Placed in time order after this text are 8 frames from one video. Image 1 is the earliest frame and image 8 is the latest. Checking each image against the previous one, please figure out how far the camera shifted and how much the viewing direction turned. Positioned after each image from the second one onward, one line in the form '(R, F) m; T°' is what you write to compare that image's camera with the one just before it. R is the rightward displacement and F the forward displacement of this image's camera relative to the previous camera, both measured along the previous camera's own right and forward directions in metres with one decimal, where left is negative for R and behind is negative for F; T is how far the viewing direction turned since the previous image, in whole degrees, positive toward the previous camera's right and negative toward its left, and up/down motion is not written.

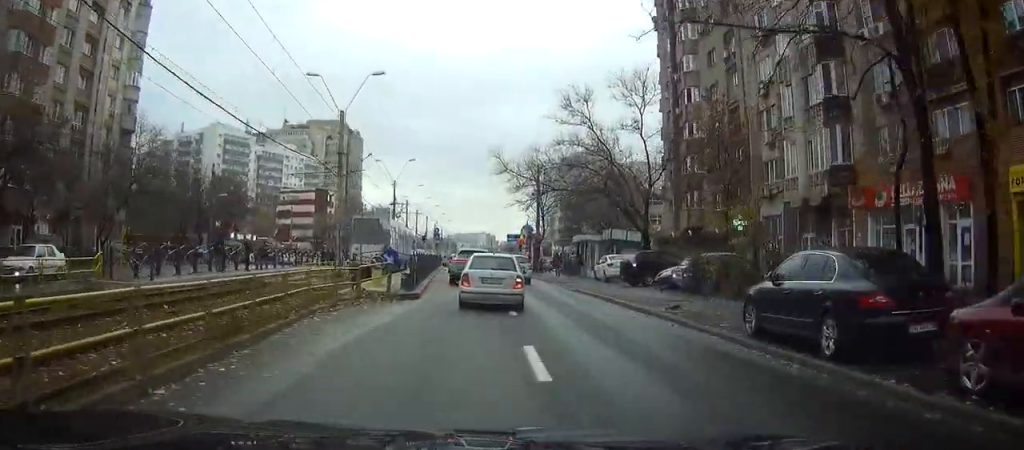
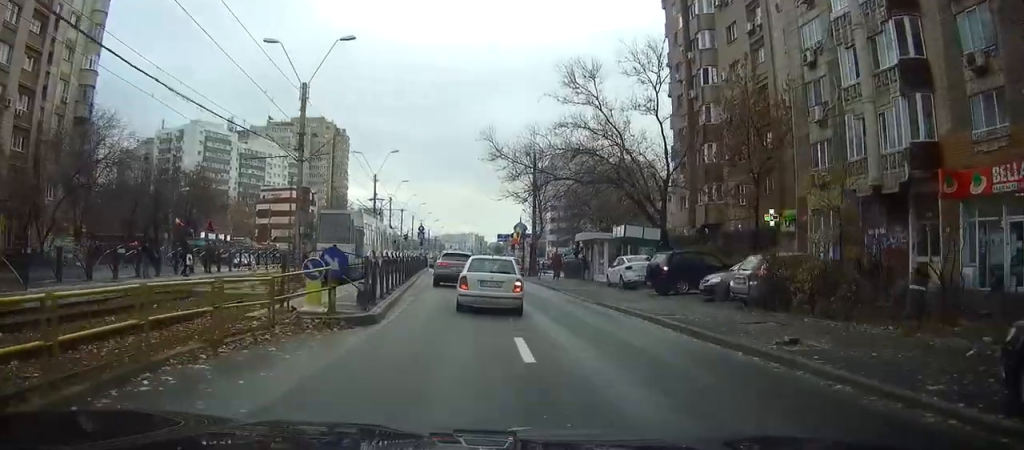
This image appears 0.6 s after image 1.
(0.0, +7.0) m; 0°
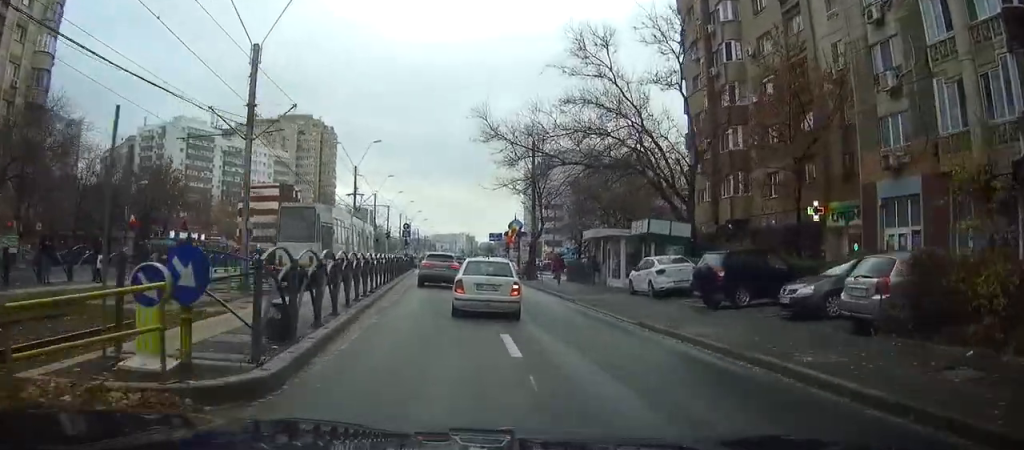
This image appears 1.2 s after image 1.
(+0.1, +6.7) m; -1°
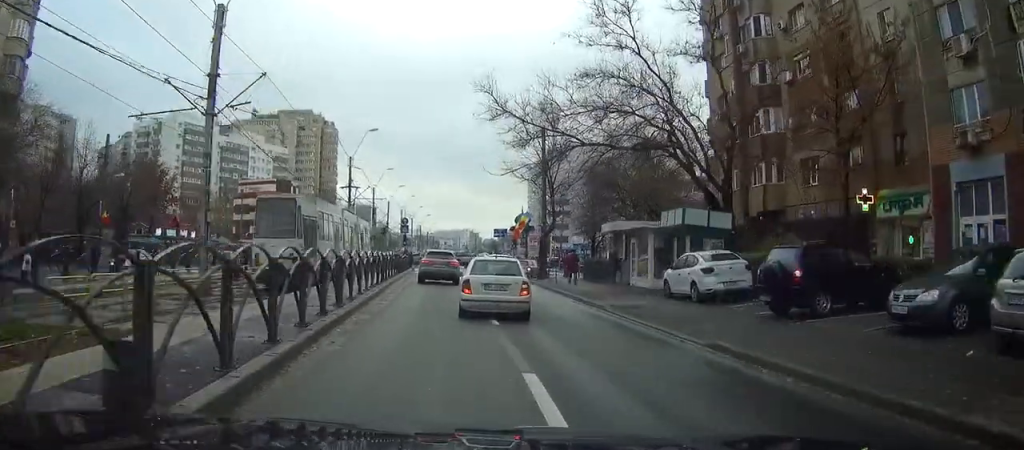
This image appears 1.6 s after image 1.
(-0.1, +4.6) m; -1°
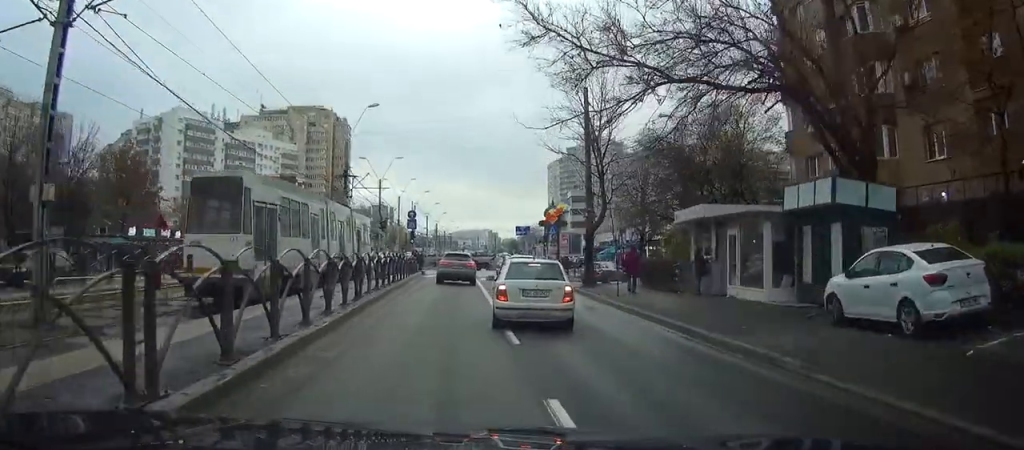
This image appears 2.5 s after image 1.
(-0.3, +10.1) m; -2°
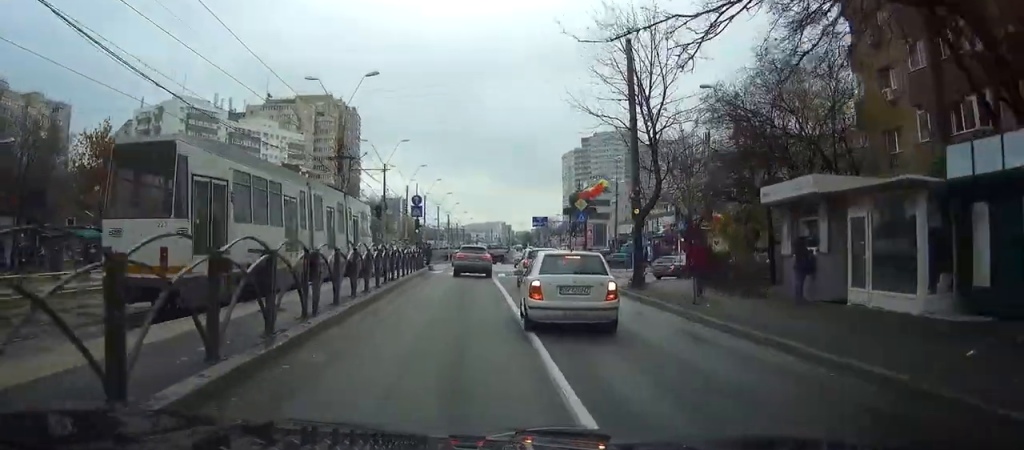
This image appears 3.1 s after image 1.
(0.0, +6.9) m; -1°
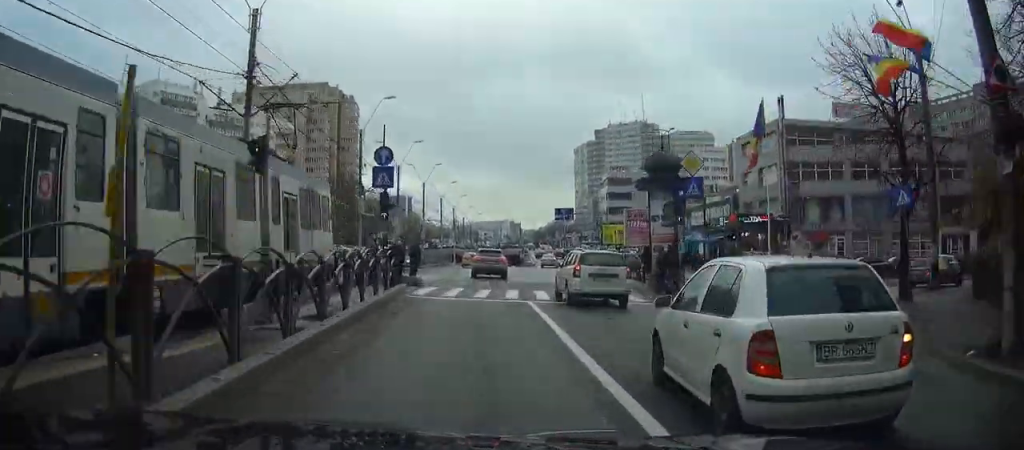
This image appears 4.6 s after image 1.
(-0.7, +19.7) m; -4°
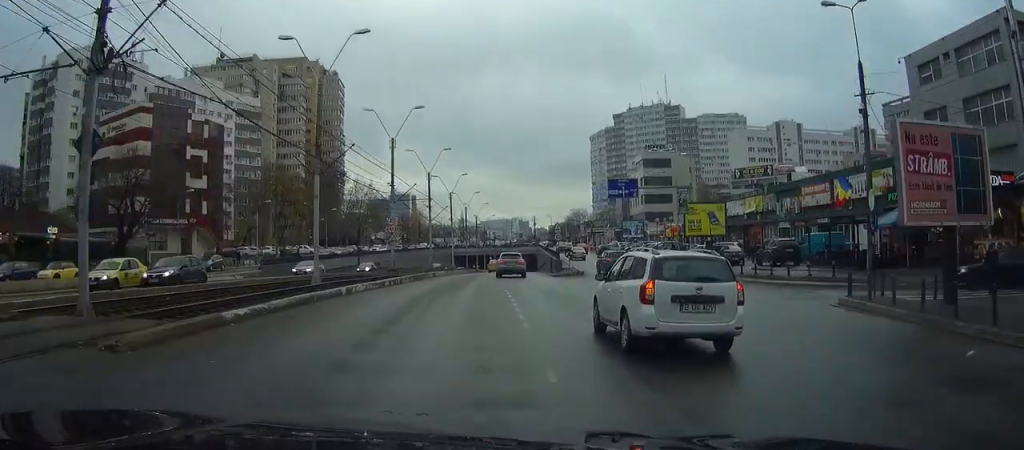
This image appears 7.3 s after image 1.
(+1.2, +34.2) m; +8°
